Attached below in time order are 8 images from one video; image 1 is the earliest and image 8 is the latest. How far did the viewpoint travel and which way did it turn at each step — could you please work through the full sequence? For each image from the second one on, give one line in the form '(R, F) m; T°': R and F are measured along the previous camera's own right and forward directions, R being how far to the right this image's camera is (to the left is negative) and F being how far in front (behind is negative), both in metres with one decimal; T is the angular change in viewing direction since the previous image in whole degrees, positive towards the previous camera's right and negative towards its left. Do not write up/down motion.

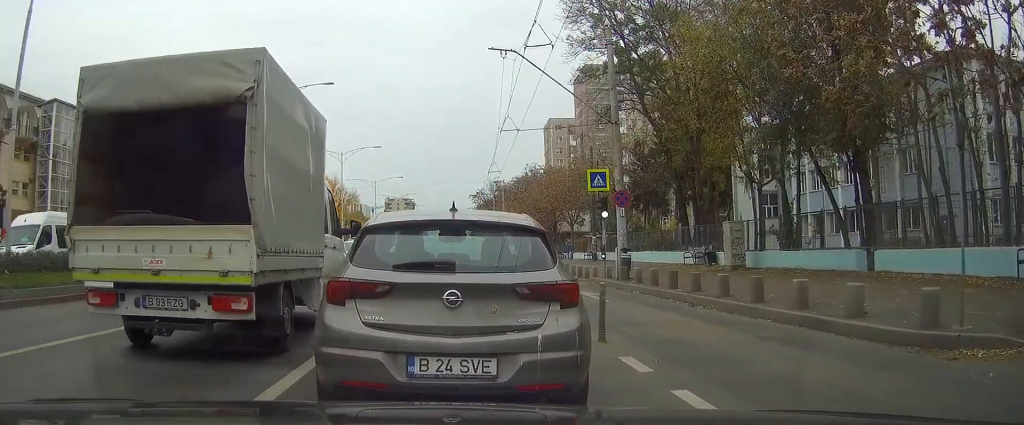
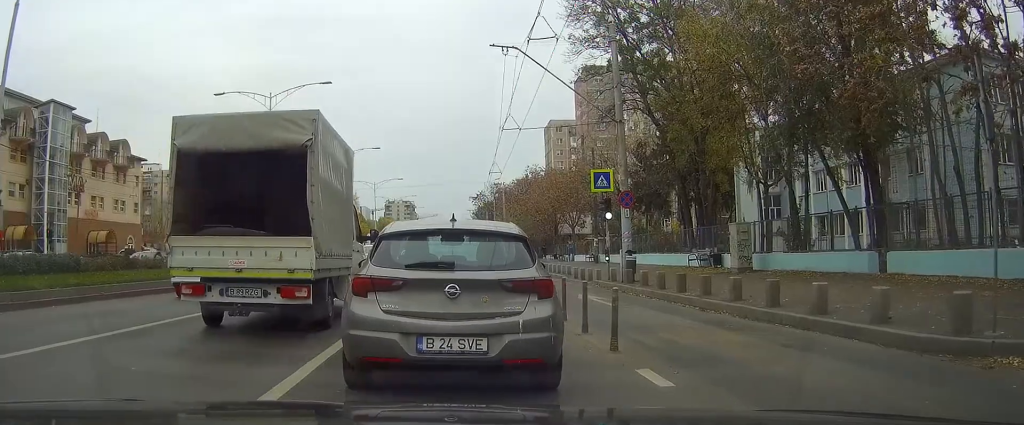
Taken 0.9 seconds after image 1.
(+0.1, +1.0) m; 0°
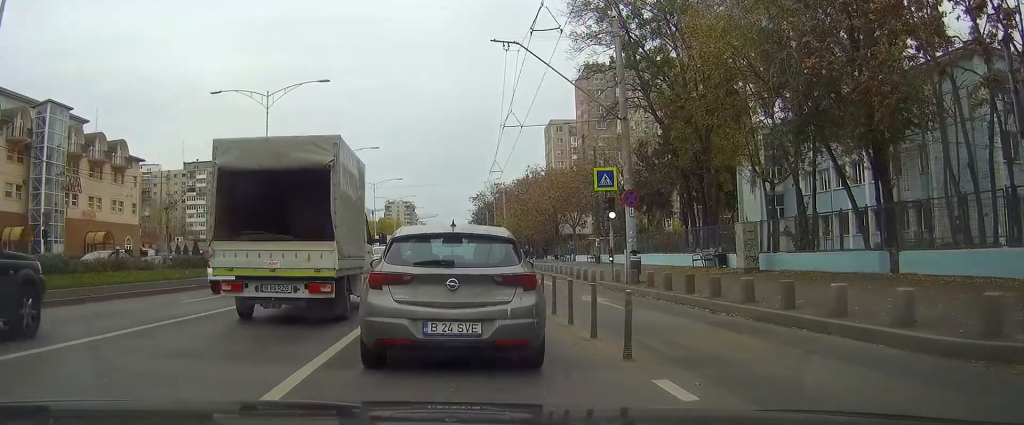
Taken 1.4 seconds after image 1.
(0.0, +1.0) m; 0°
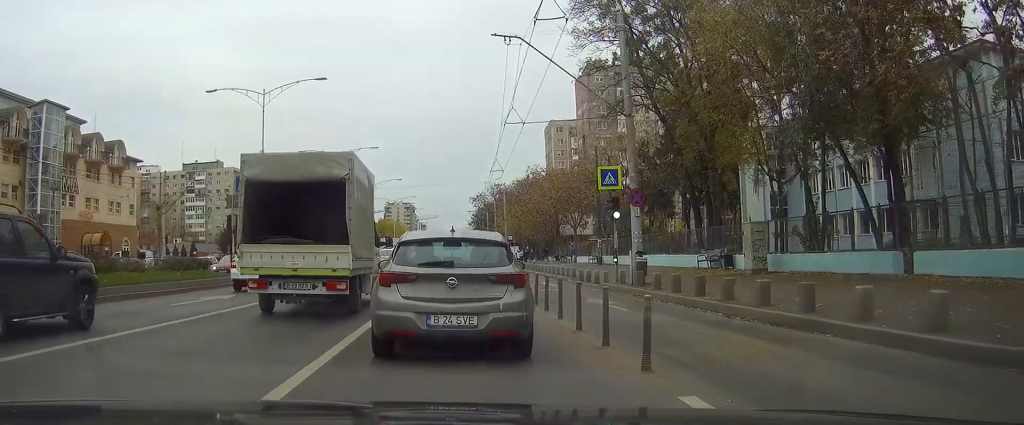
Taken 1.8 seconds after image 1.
(0.0, +0.8) m; 0°
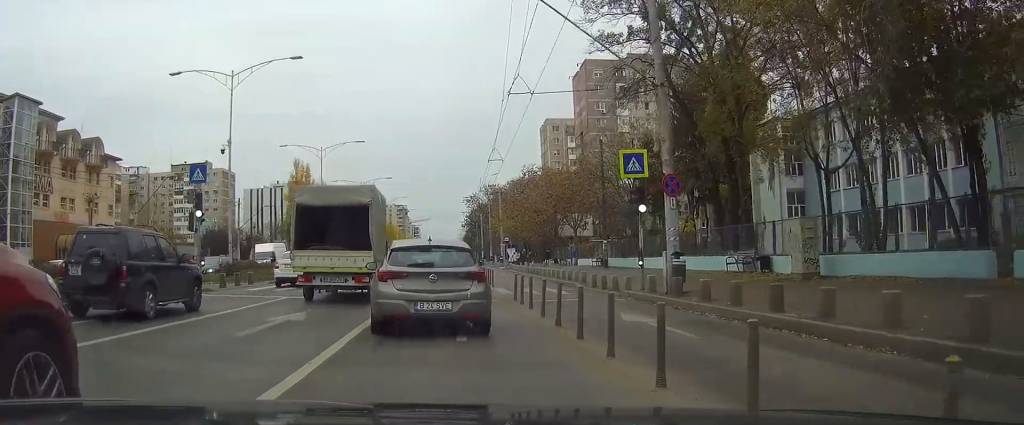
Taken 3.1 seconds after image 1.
(+0.1, +4.4) m; +3°
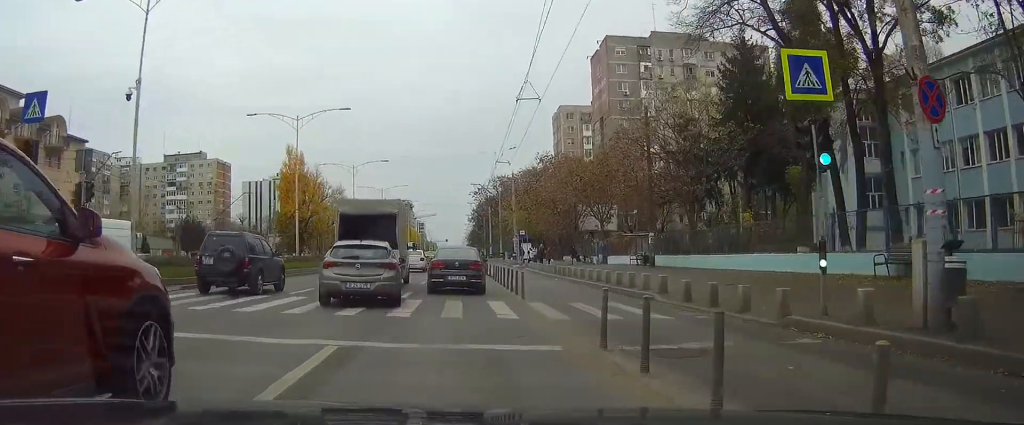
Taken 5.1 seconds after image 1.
(+0.2, +10.7) m; +1°
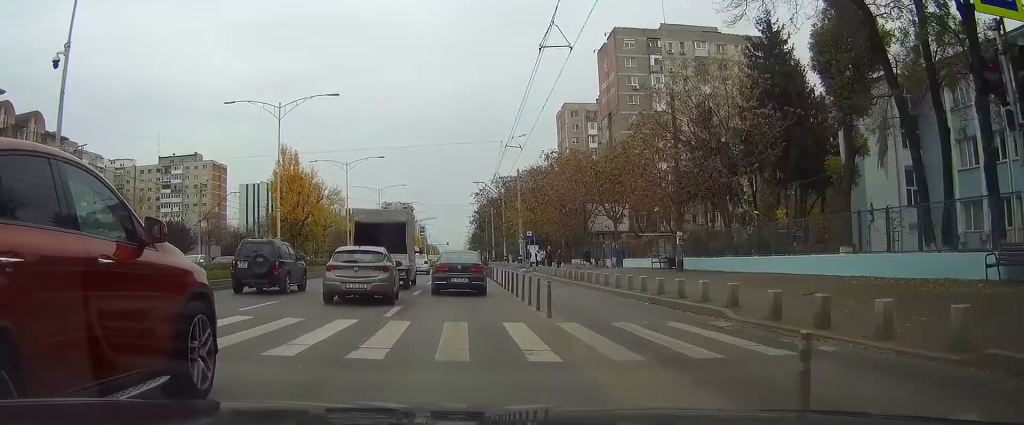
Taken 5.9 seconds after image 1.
(0.0, +5.6) m; +1°
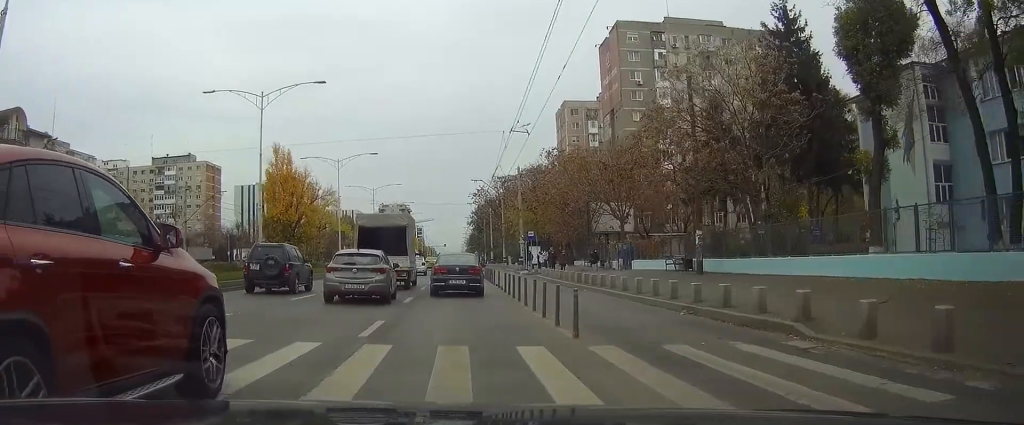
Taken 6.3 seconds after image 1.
(+0.1, +3.8) m; 0°
